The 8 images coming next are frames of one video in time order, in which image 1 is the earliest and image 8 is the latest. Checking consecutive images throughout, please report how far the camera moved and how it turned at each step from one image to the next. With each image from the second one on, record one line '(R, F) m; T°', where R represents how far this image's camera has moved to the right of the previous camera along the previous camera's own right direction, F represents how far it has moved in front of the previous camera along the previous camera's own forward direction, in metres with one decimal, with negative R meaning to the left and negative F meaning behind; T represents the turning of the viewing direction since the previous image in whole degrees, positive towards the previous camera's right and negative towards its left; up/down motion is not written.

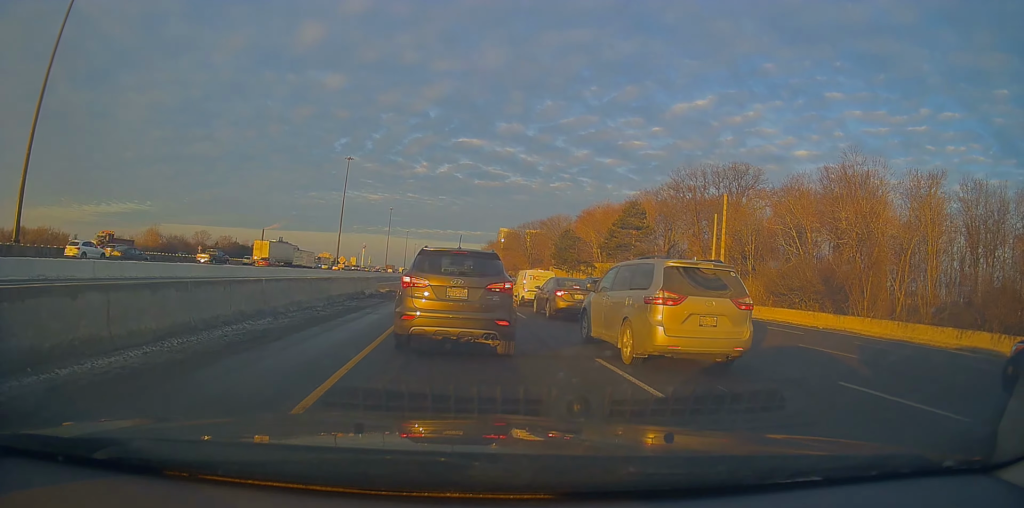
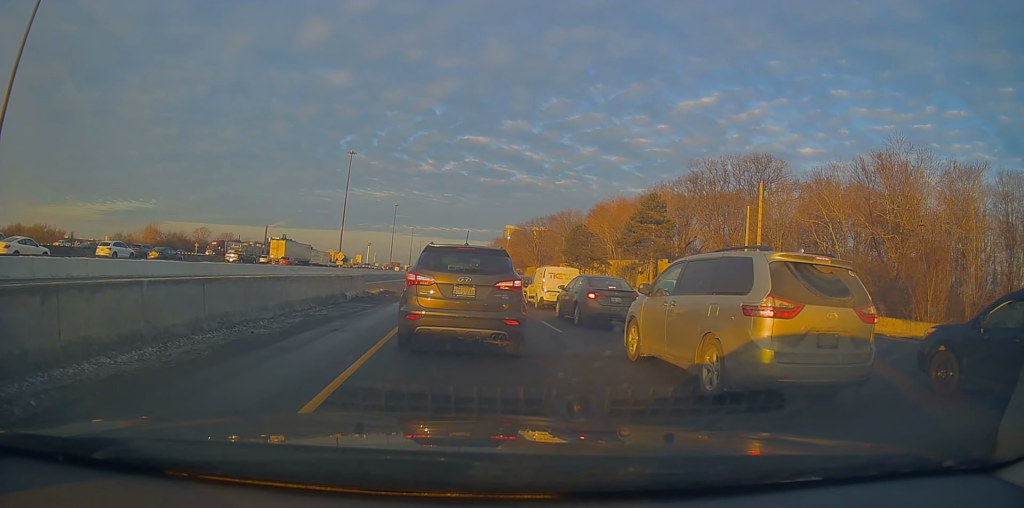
(+0.1, +4.9) m; +2°
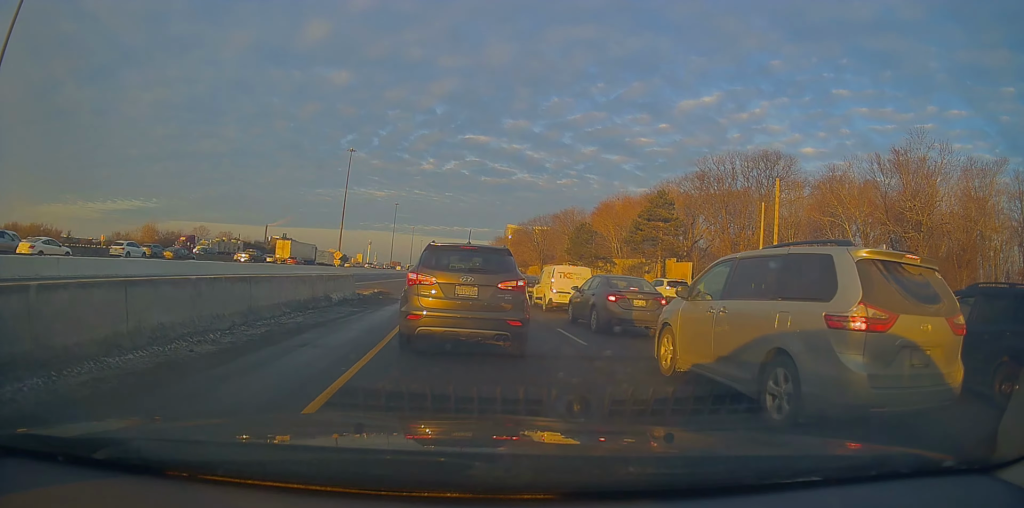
(+0.1, +2.4) m; -2°
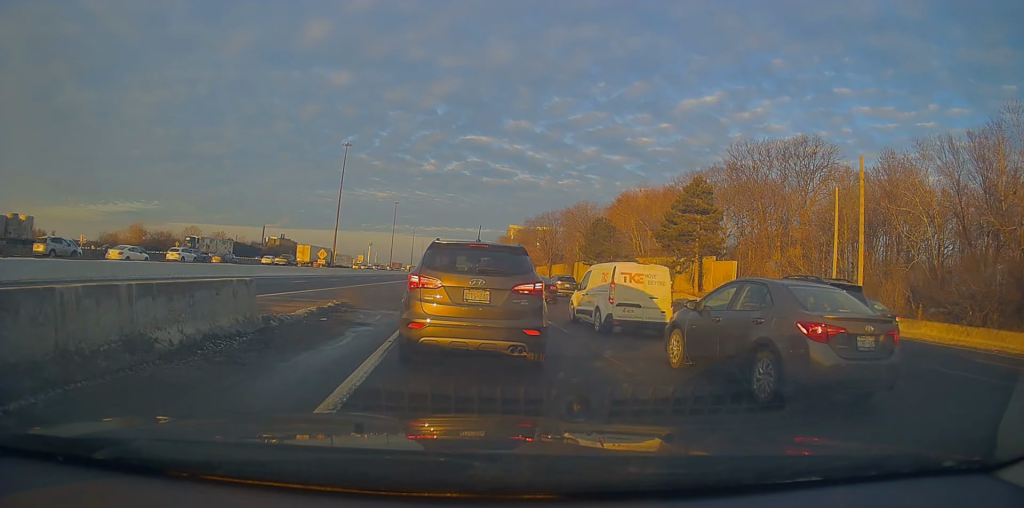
(-0.5, +10.1) m; 0°
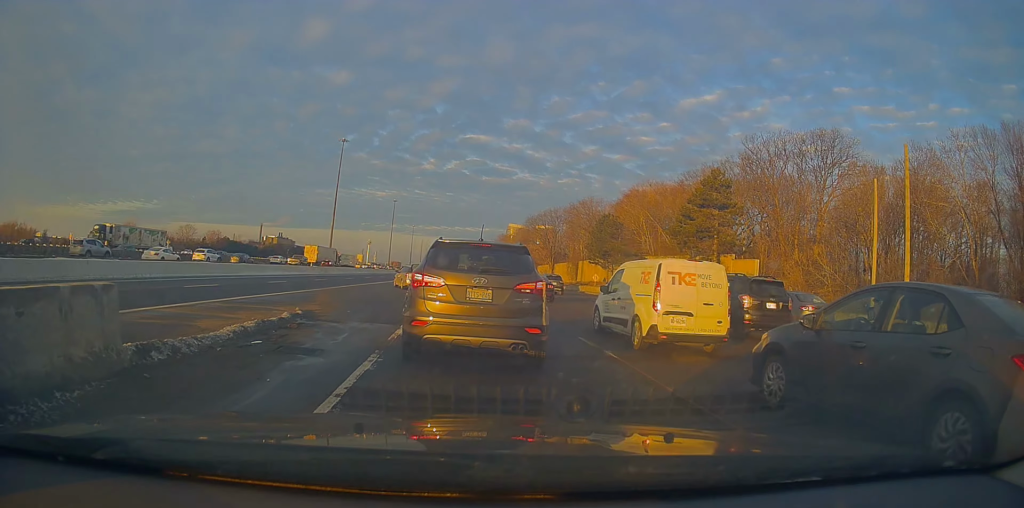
(+0.2, +4.7) m; +3°
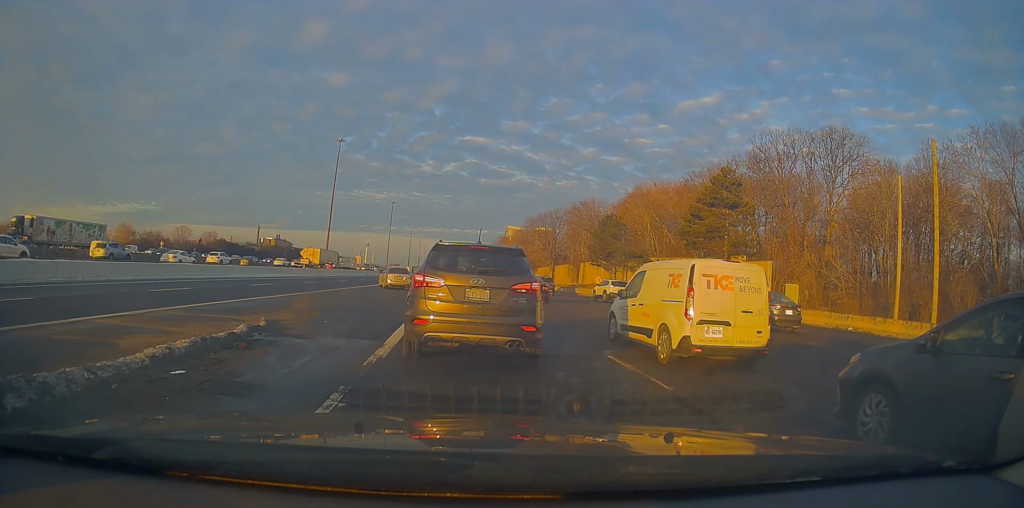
(0.0, +2.8) m; 0°
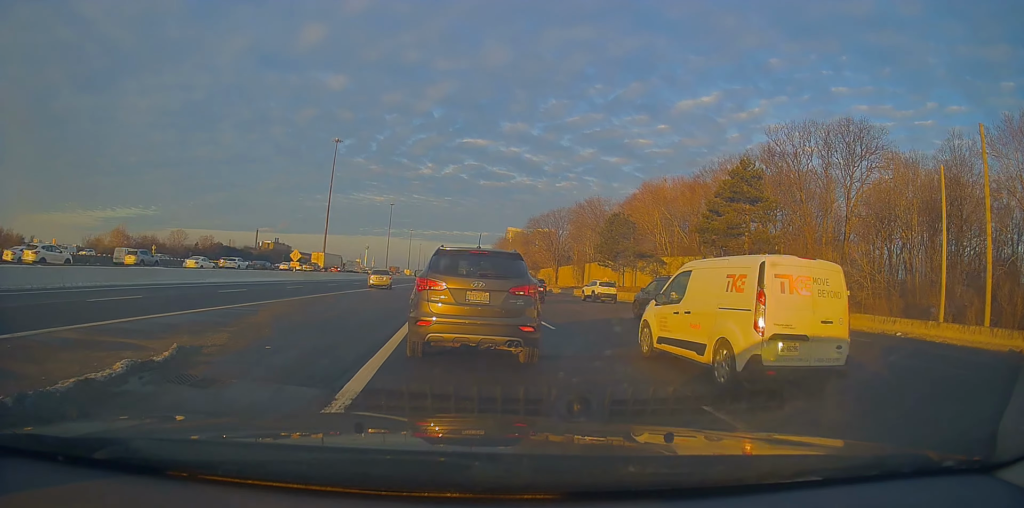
(0.0, +3.7) m; -6°
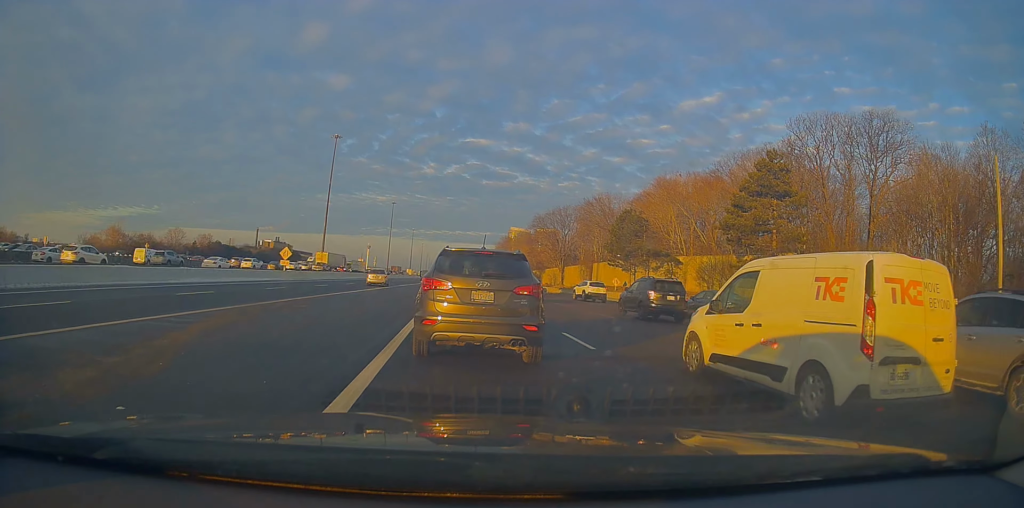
(-0.4, +3.7) m; 0°
